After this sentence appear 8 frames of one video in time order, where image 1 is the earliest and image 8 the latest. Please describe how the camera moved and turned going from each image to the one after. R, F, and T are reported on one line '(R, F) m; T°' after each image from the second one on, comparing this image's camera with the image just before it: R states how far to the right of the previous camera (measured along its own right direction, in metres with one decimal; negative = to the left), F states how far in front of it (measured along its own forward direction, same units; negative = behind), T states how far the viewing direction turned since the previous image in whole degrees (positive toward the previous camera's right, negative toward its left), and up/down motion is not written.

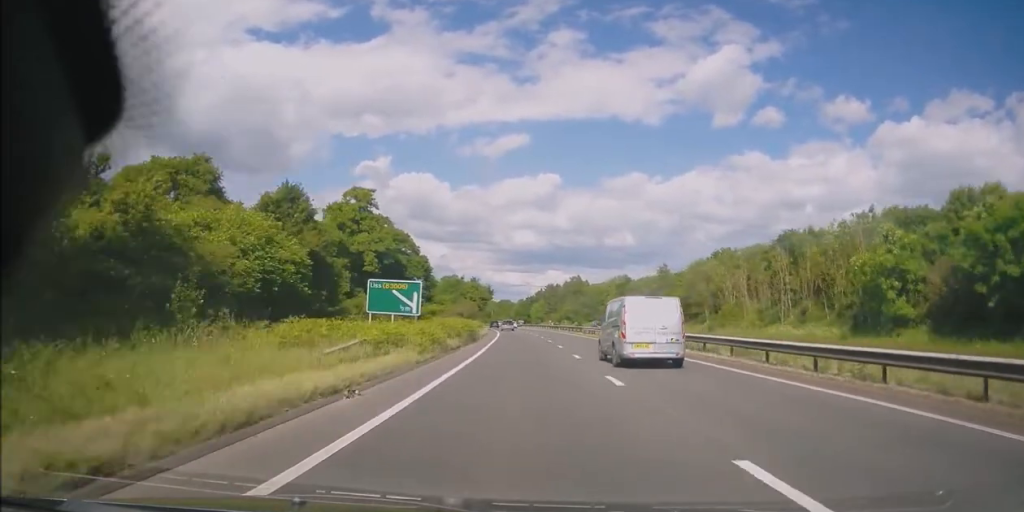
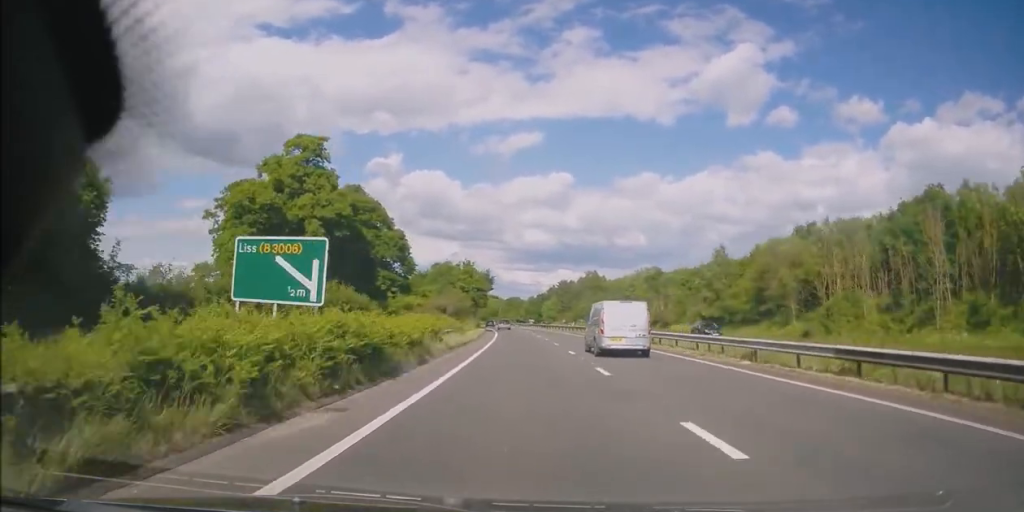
(-0.3, +24.2) m; -2°
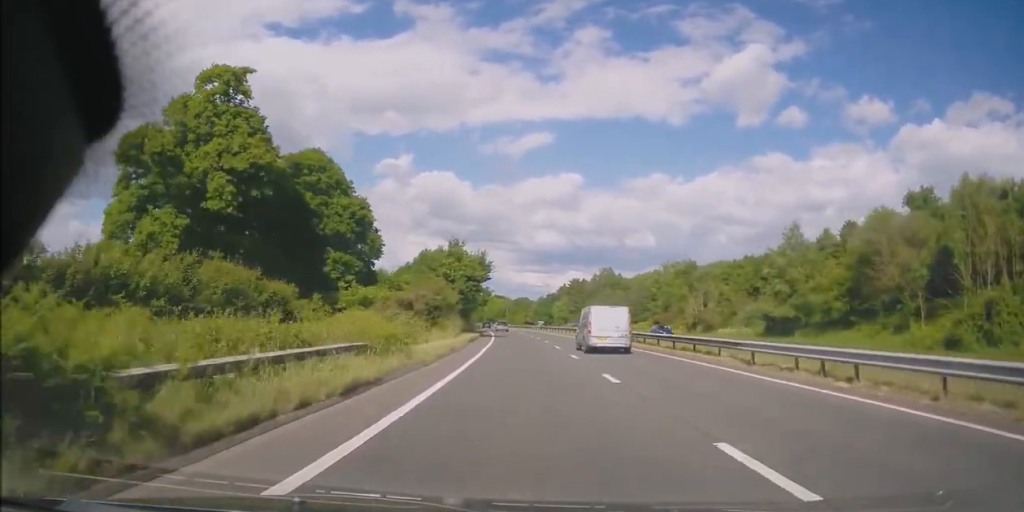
(-0.3, +19.0) m; -1°
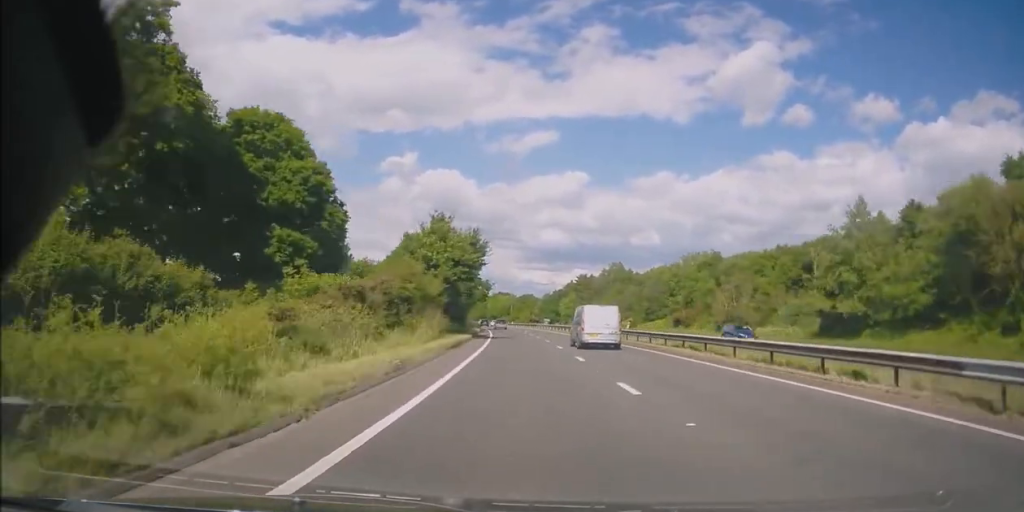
(-0.2, +11.2) m; 0°
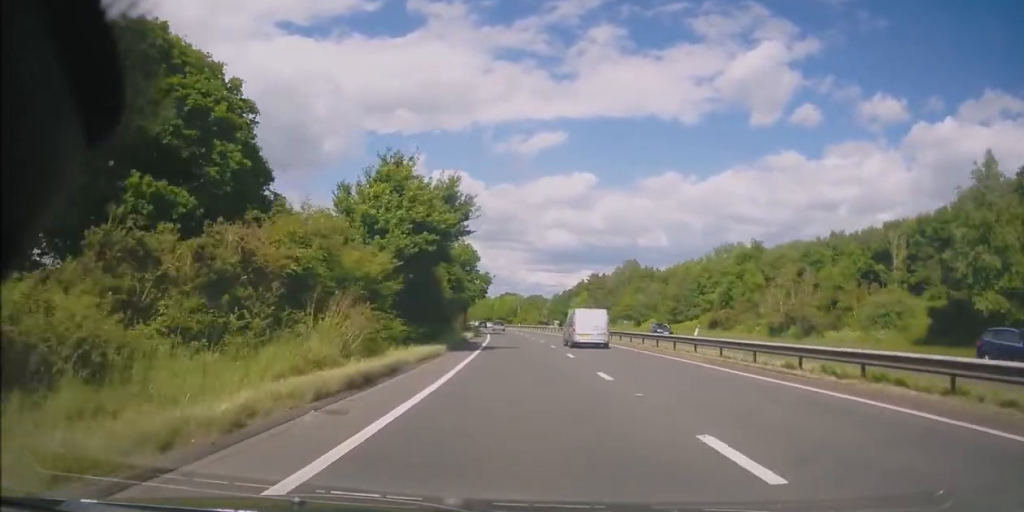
(-0.1, +14.6) m; 0°
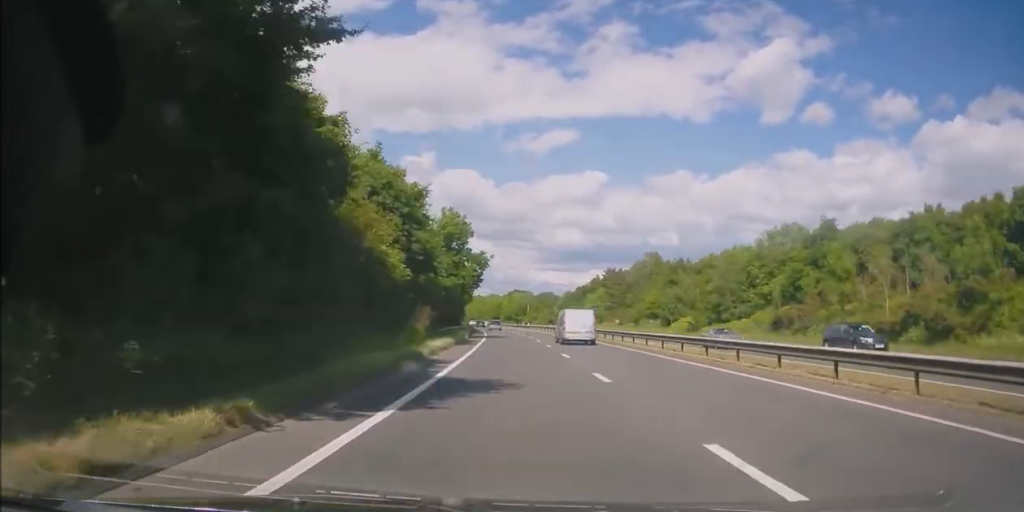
(+0.3, +18.0) m; -1°
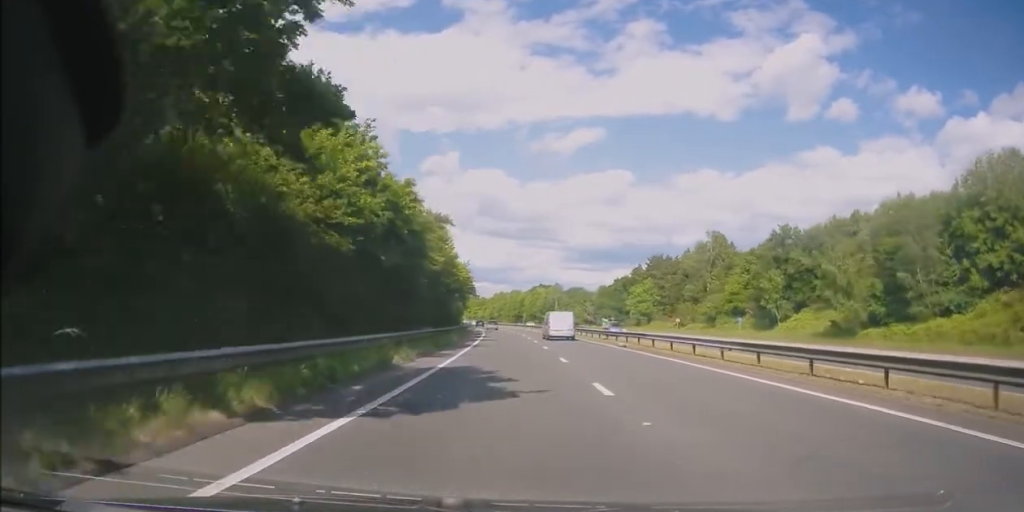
(-1.1, +37.4) m; -2°
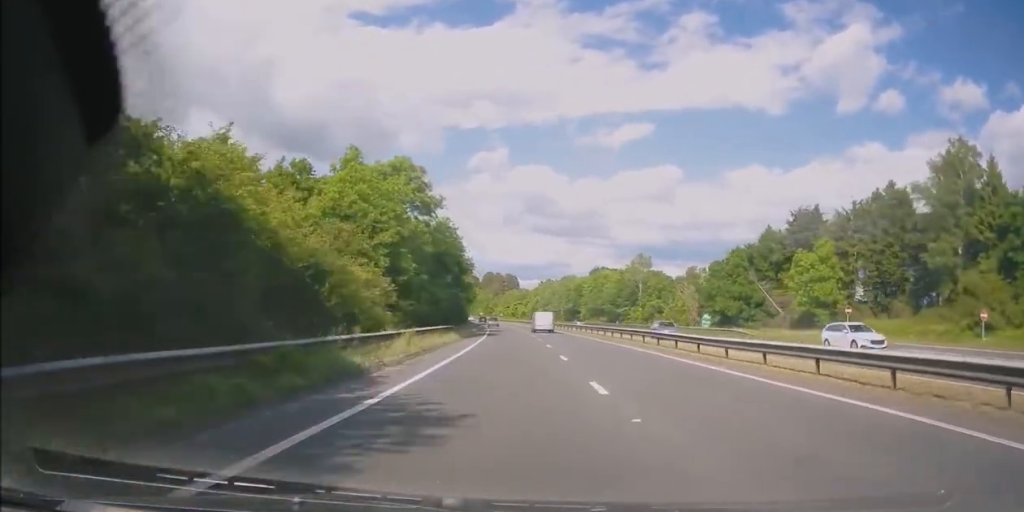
(-2.2, +69.5) m; -5°
